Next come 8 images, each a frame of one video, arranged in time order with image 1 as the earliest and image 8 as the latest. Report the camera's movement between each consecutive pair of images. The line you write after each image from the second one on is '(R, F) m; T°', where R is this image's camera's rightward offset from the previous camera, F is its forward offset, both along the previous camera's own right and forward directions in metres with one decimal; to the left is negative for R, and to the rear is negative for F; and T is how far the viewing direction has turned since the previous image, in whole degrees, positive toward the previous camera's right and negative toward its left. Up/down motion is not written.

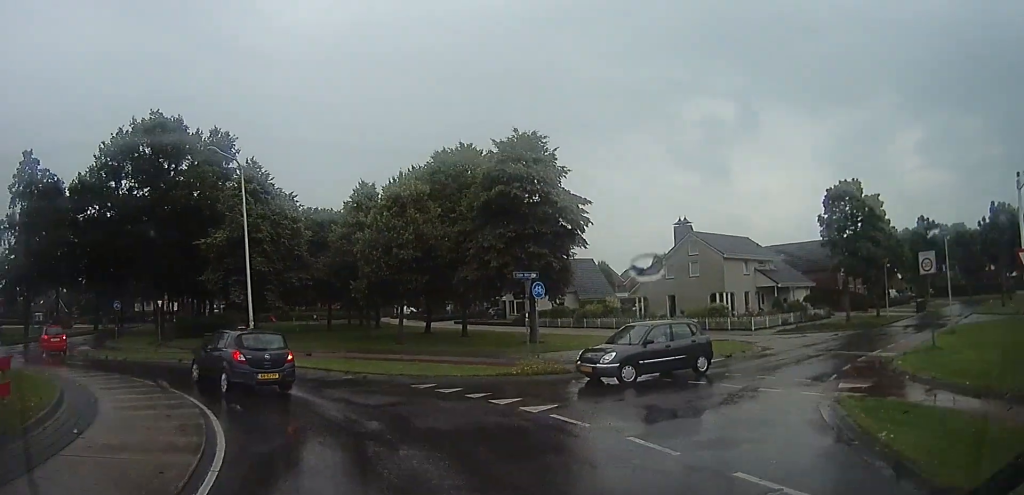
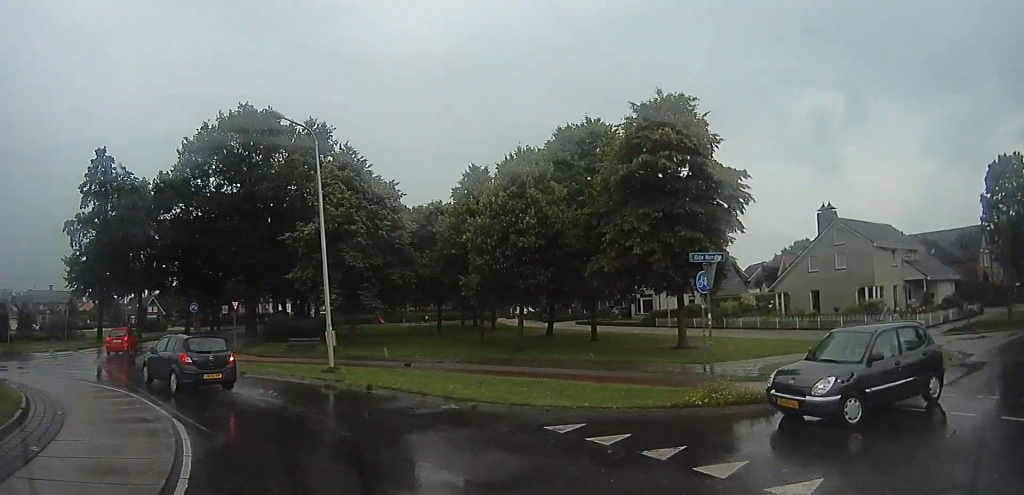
(-0.8, +3.7) m; -20°
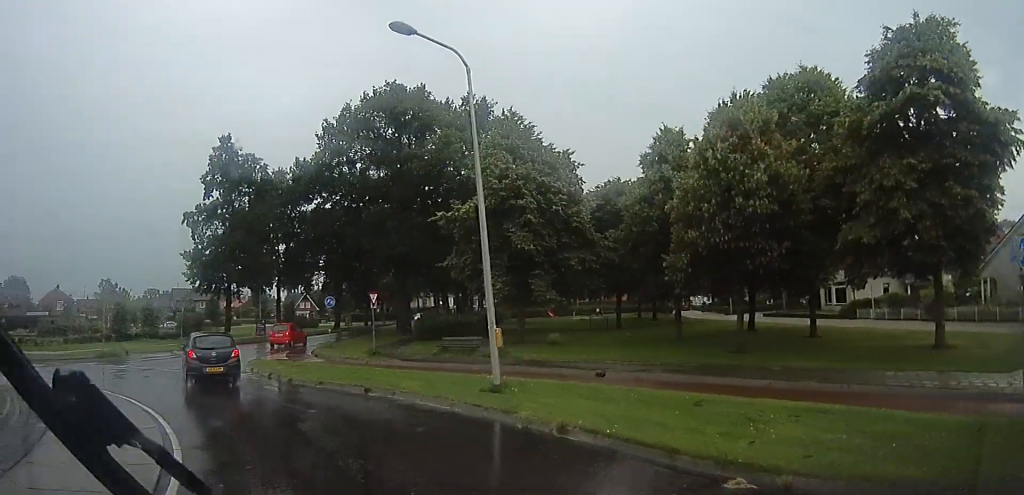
(-0.8, +4.7) m; -11°
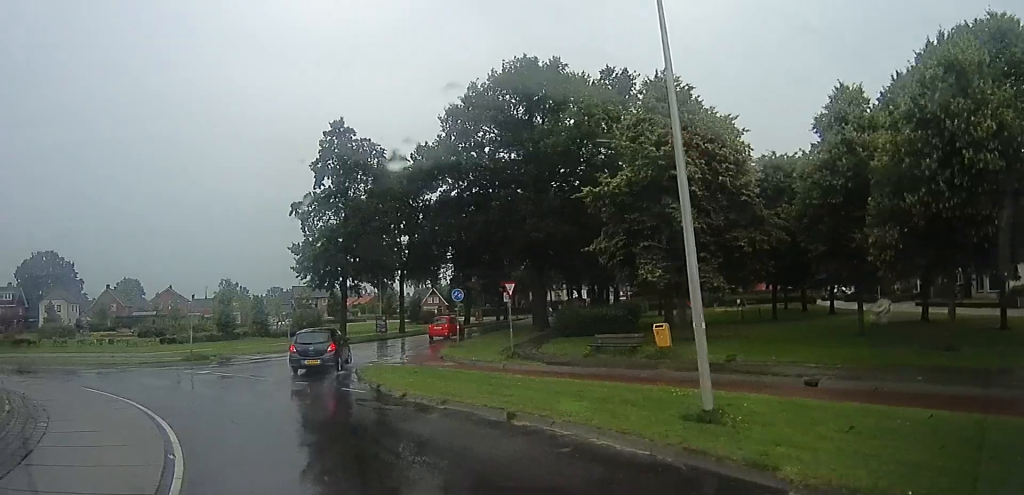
(-0.1, +3.5) m; -2°
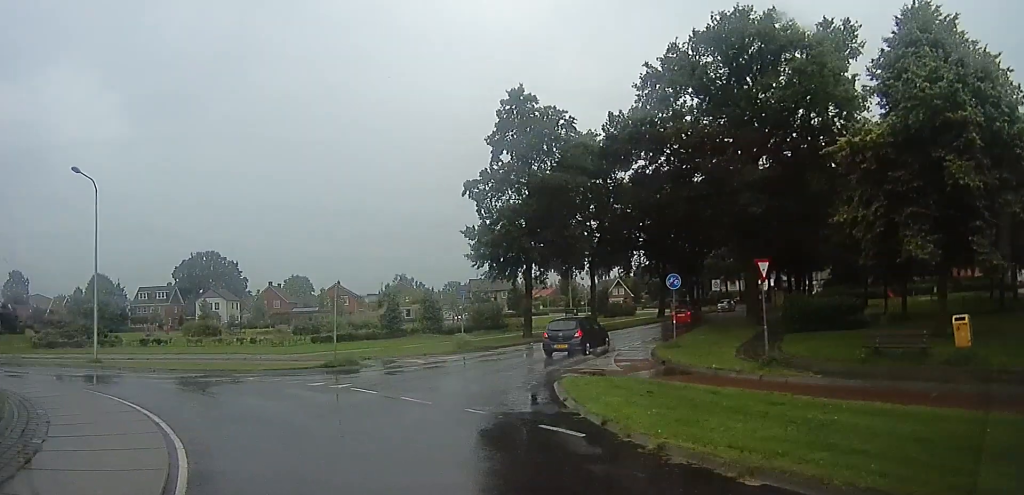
(0.0, +4.6) m; -9°
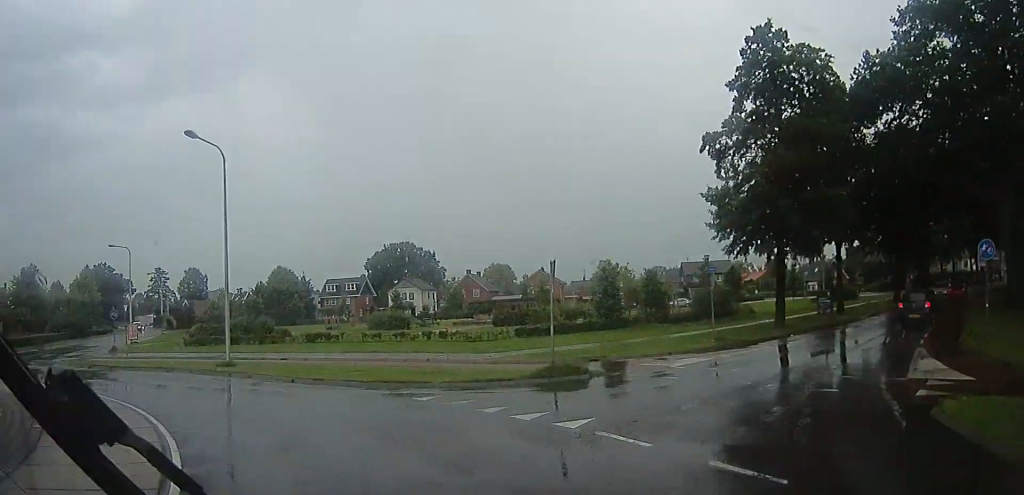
(-0.8, +4.6) m; -35°
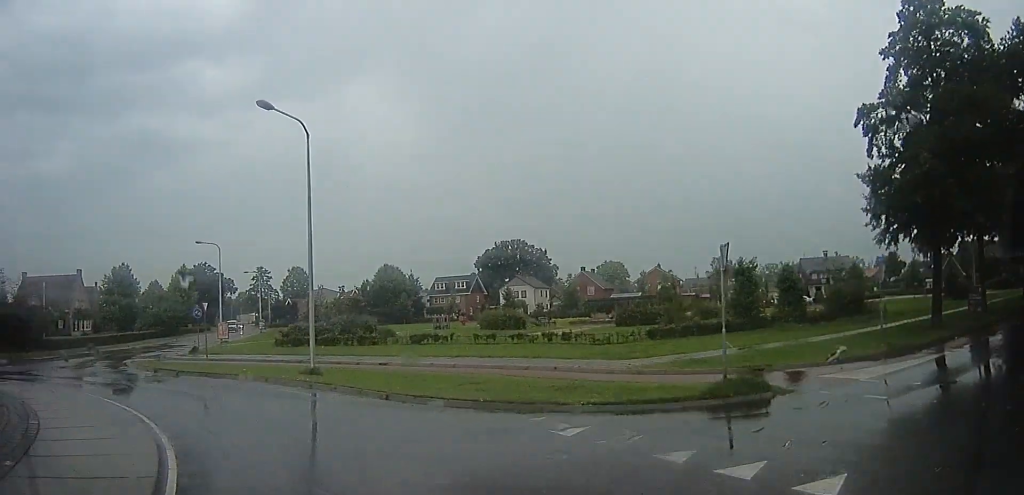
(-0.2, +2.5) m; -25°
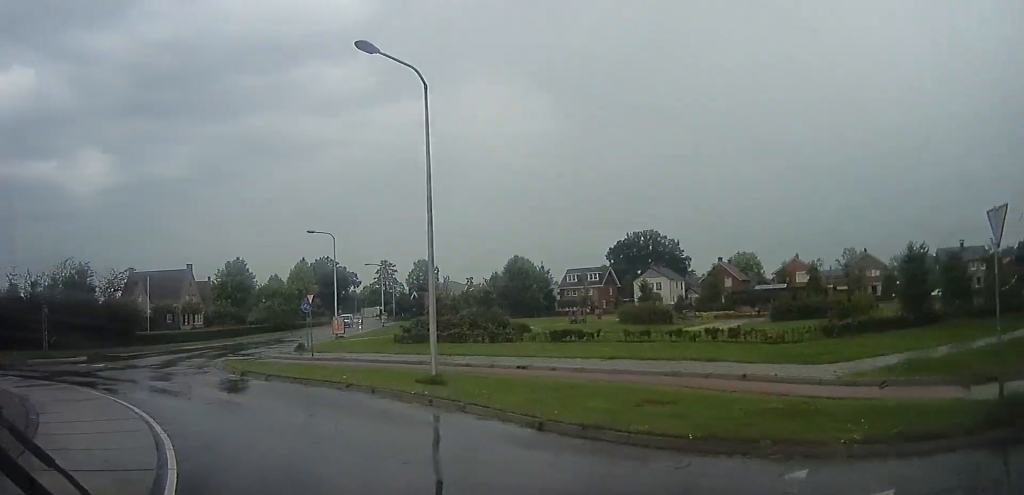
(-1.1, +2.8) m; -15°
